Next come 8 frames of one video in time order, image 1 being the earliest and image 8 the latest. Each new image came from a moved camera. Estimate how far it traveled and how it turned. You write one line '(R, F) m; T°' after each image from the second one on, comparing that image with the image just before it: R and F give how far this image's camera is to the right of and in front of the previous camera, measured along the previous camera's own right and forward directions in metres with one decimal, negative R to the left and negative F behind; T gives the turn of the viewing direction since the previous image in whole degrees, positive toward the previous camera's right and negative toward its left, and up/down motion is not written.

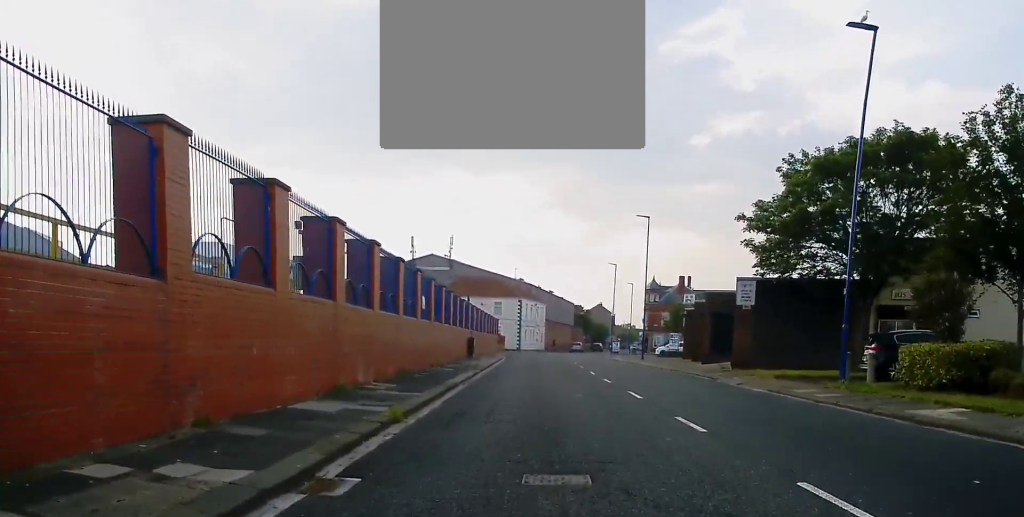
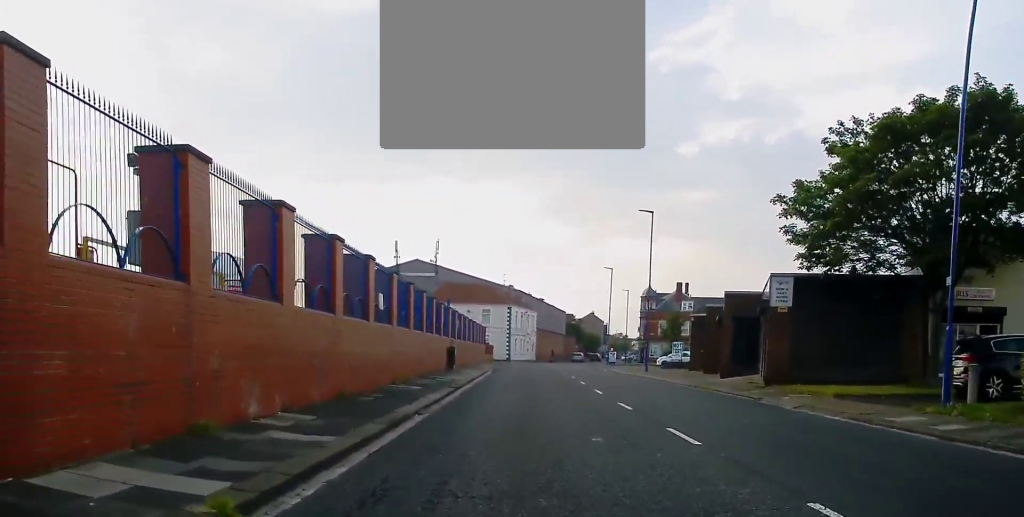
(-0.5, +6.3) m; 0°
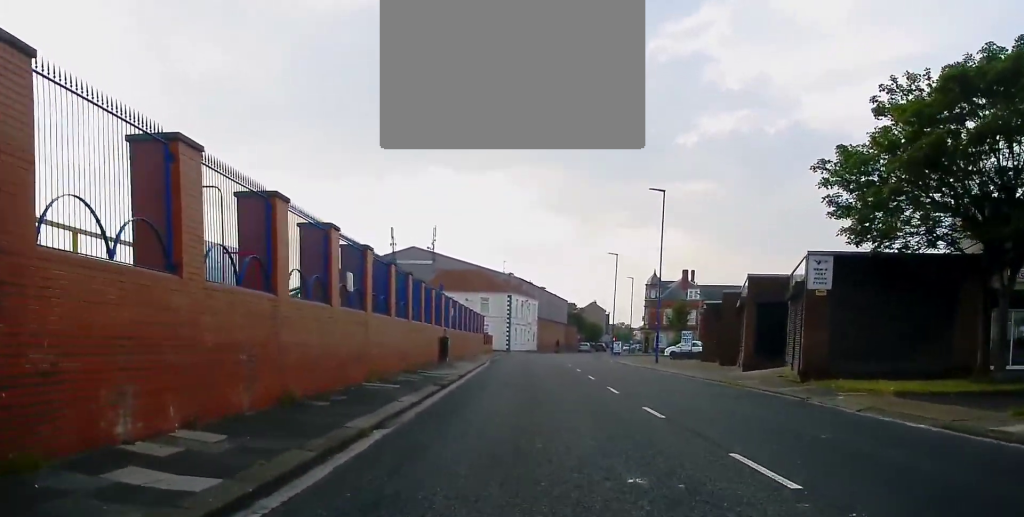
(+0.3, +3.8) m; +1°
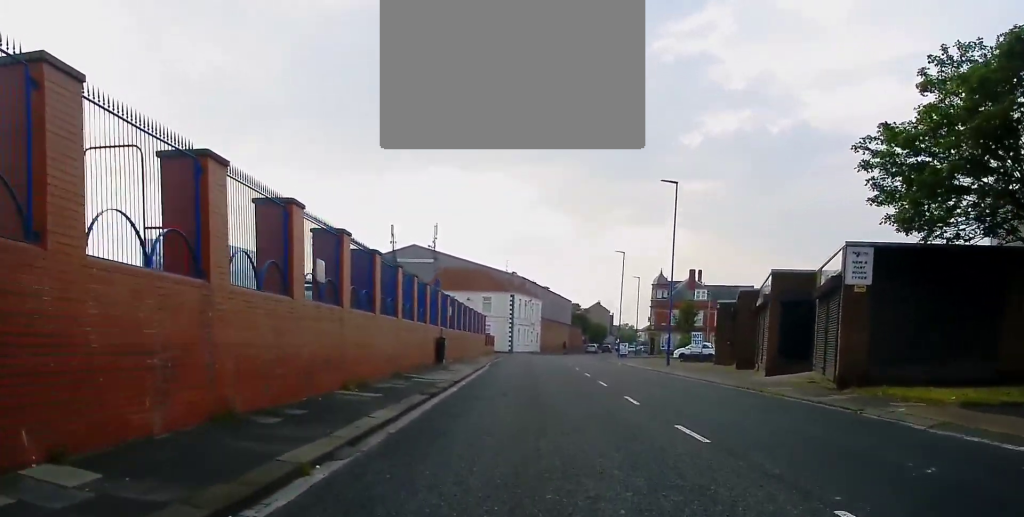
(+0.2, +2.9) m; +1°
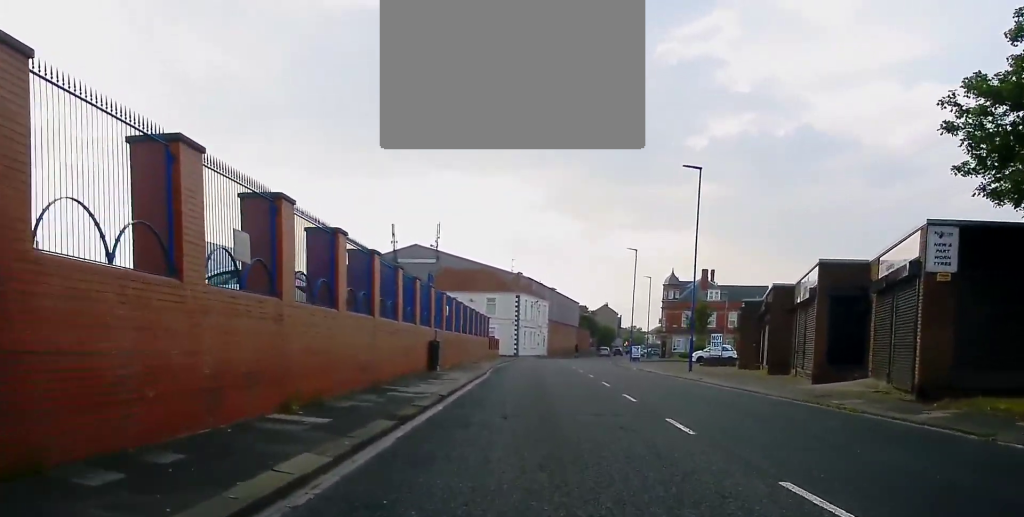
(-0.1, +4.7) m; -1°
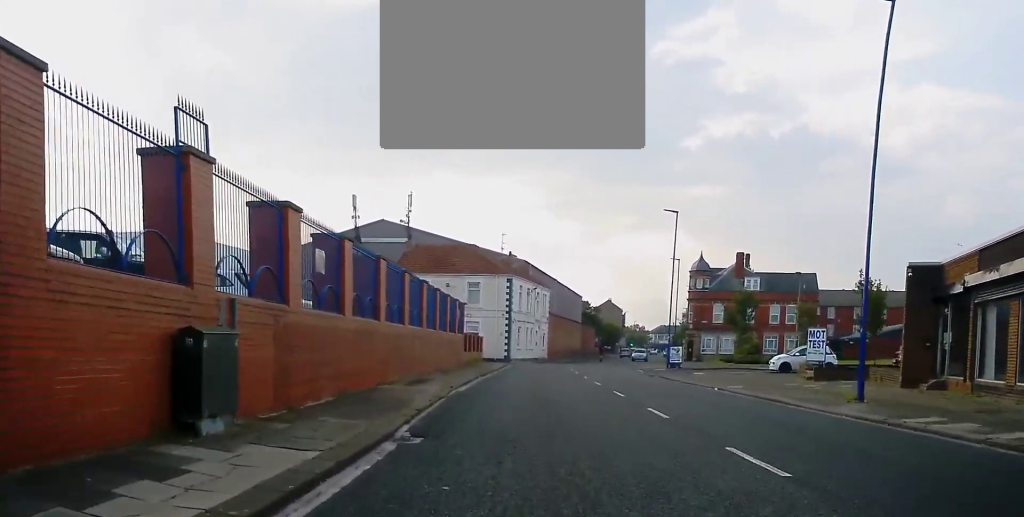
(-0.2, +21.2) m; 0°
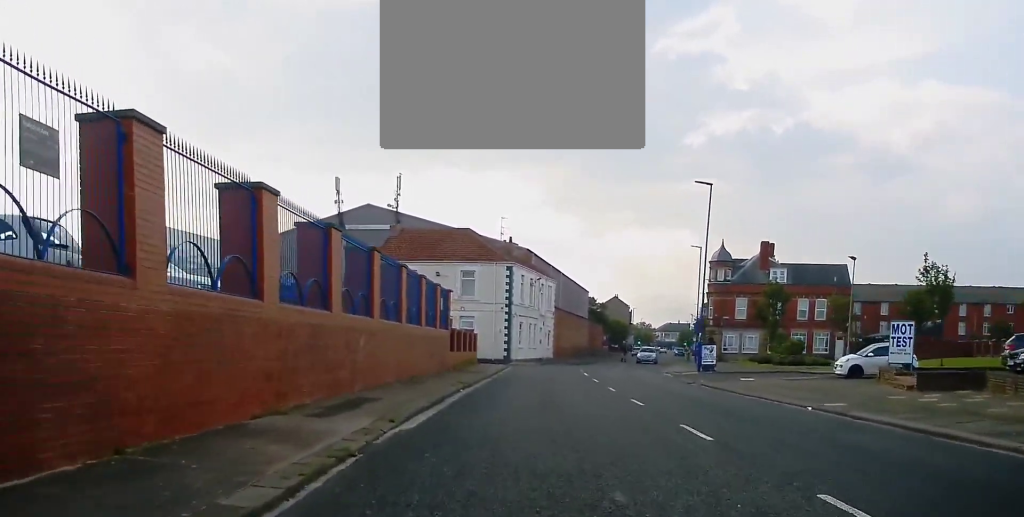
(0.0, +8.8) m; 0°
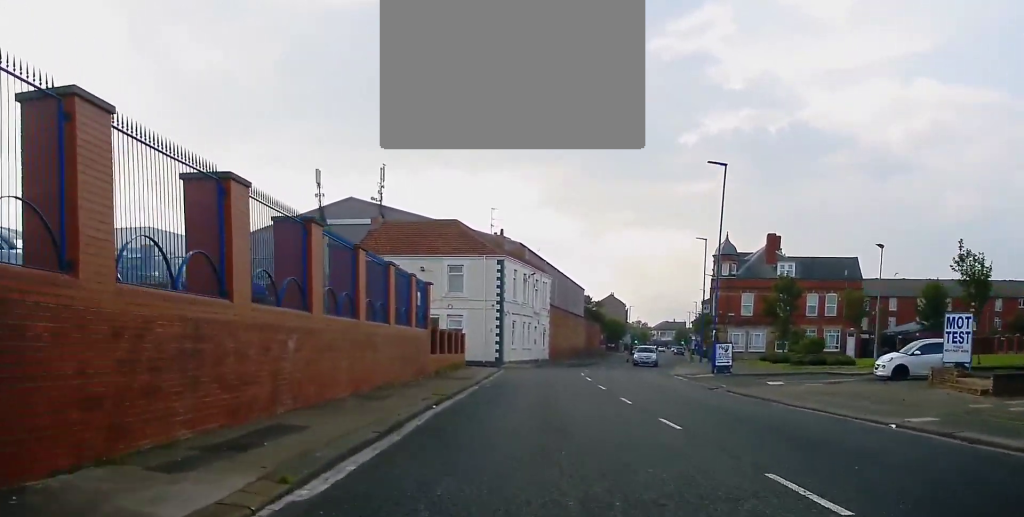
(0.0, +4.5) m; 0°
